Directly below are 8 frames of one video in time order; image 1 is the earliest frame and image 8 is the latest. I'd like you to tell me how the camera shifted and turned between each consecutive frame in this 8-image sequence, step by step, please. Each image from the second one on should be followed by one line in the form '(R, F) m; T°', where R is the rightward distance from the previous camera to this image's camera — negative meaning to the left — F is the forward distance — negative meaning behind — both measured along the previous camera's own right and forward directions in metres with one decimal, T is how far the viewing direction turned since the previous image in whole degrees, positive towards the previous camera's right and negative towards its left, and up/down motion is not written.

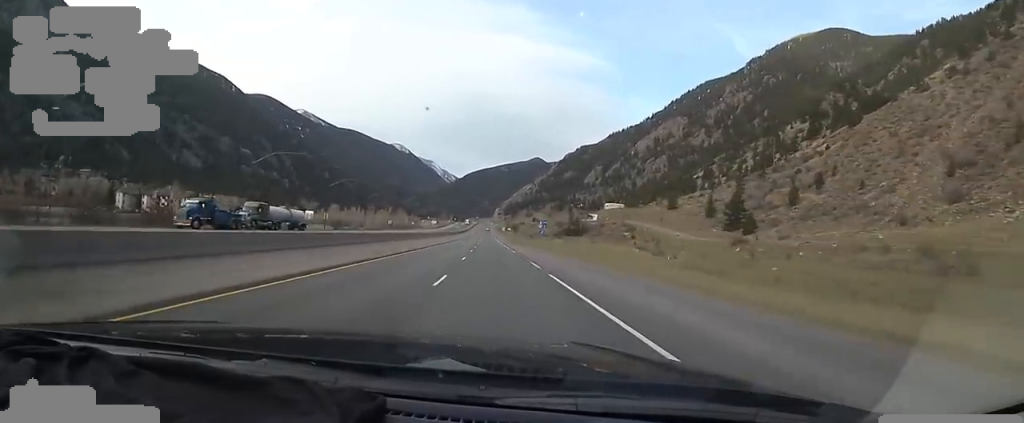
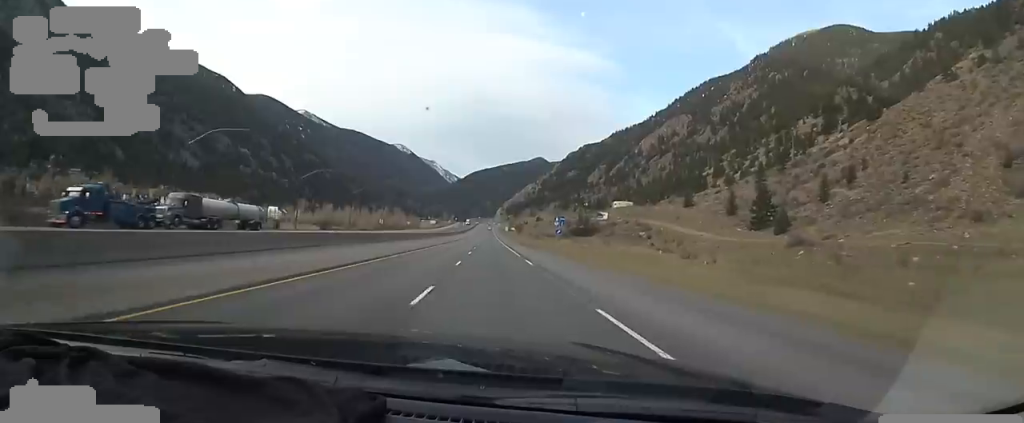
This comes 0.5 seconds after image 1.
(0.0, +16.0) m; -1°
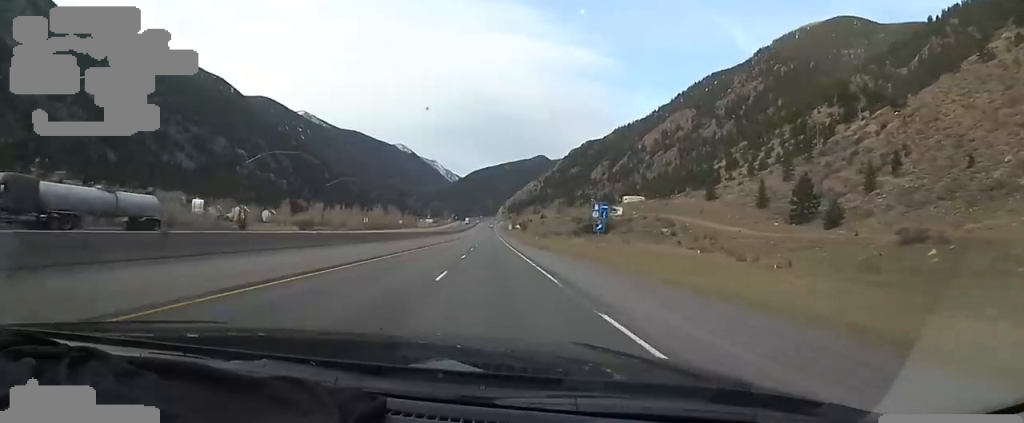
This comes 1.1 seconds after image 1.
(-0.8, +20.3) m; 0°
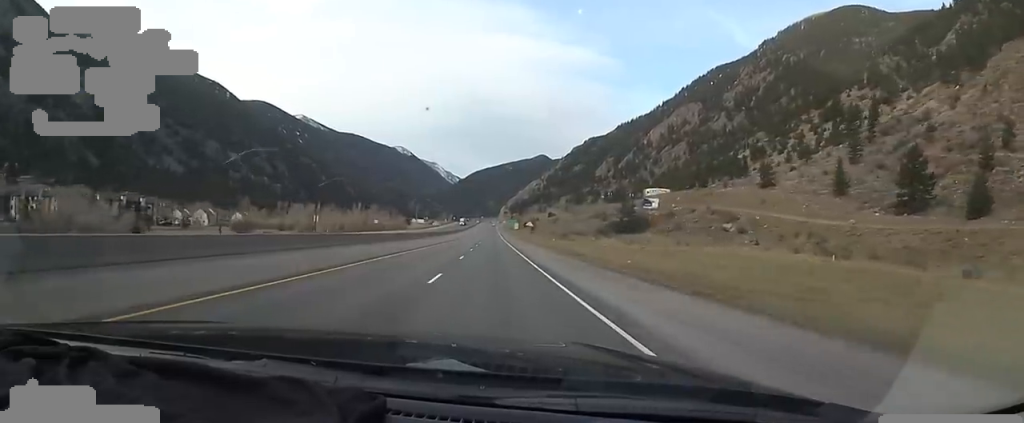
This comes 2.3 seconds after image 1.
(+1.0, +38.2) m; 0°
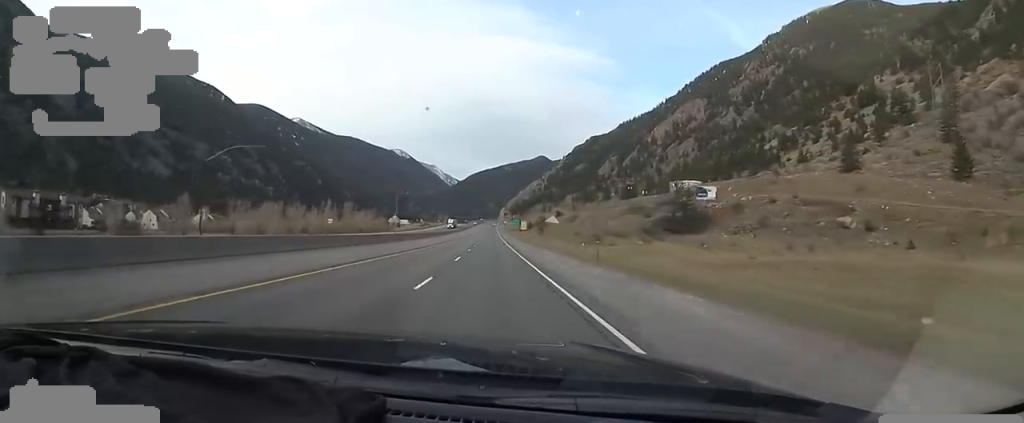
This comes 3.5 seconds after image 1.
(-0.9, +37.7) m; 0°
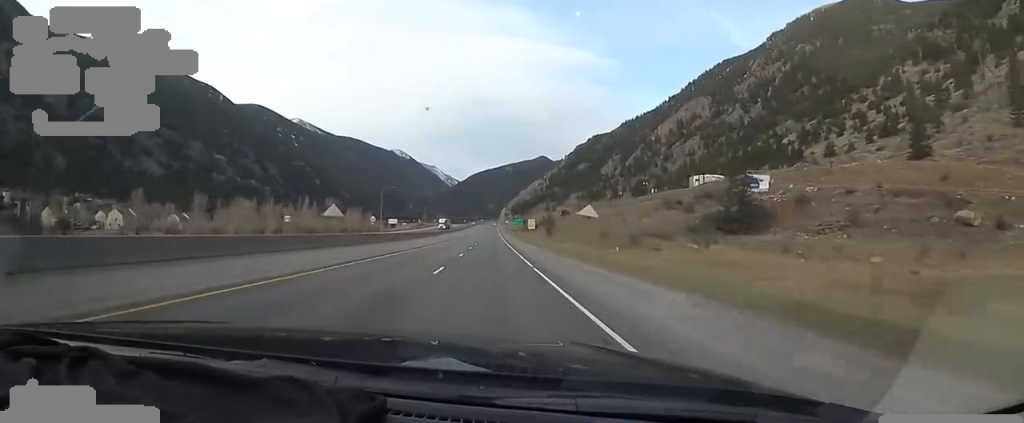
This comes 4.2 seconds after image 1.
(+0.8, +20.8) m; 0°
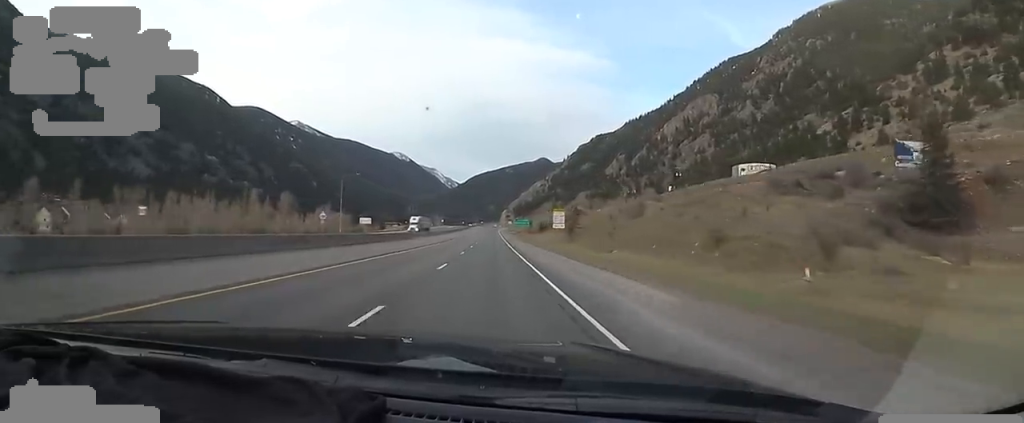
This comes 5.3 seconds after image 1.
(-1.0, +34.2) m; 0°
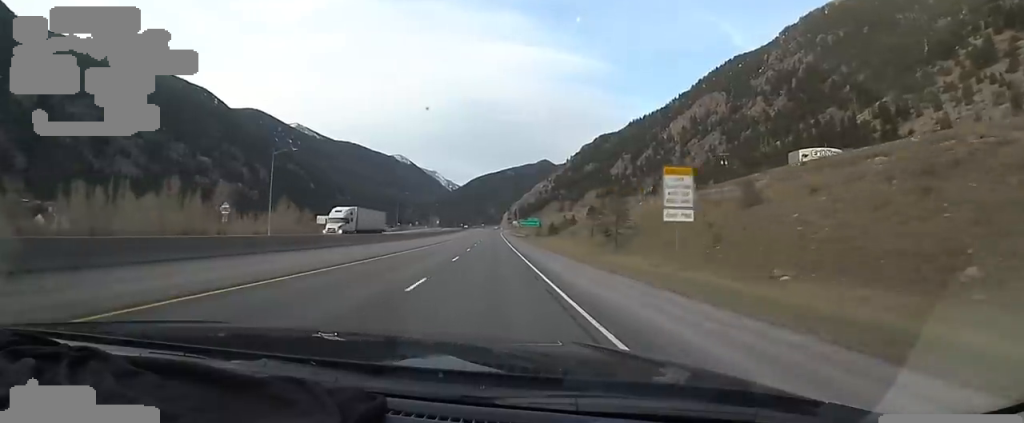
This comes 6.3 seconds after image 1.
(+1.0, +31.1) m; 0°
